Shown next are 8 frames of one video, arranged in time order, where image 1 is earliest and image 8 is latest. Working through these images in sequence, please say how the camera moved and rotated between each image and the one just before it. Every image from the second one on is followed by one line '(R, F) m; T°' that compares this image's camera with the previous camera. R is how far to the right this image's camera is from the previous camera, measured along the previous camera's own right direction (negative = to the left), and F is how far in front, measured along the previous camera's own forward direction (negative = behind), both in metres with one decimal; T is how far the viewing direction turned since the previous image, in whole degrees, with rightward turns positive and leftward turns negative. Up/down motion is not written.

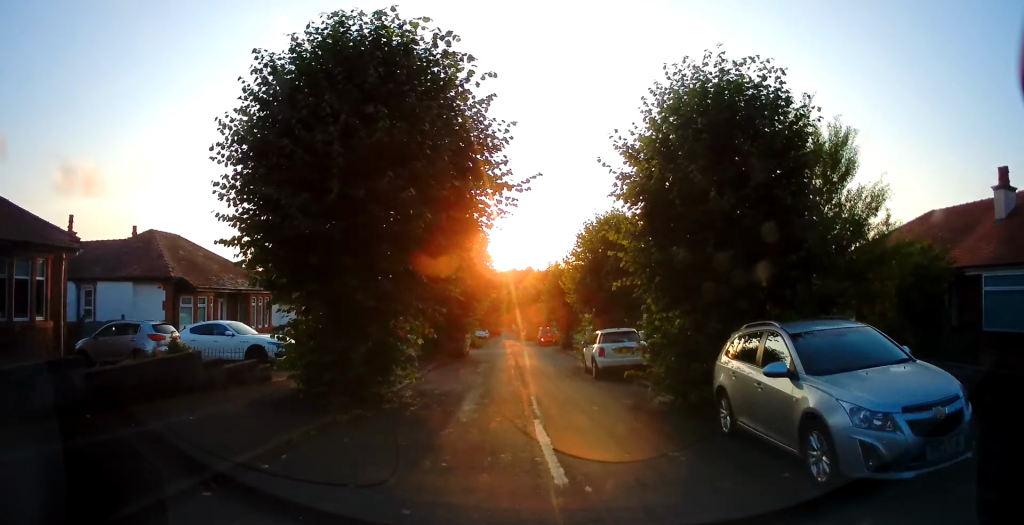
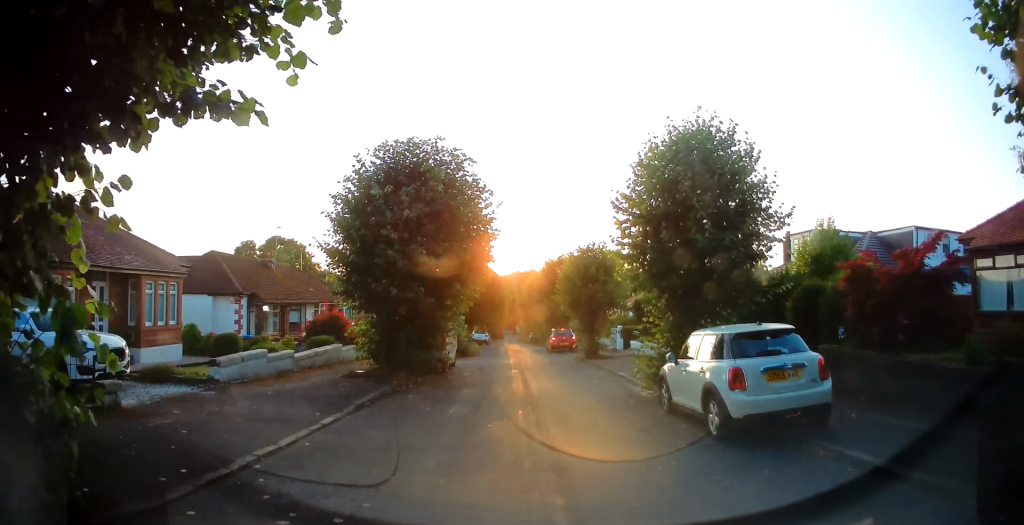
(-0.3, +9.2) m; +1°
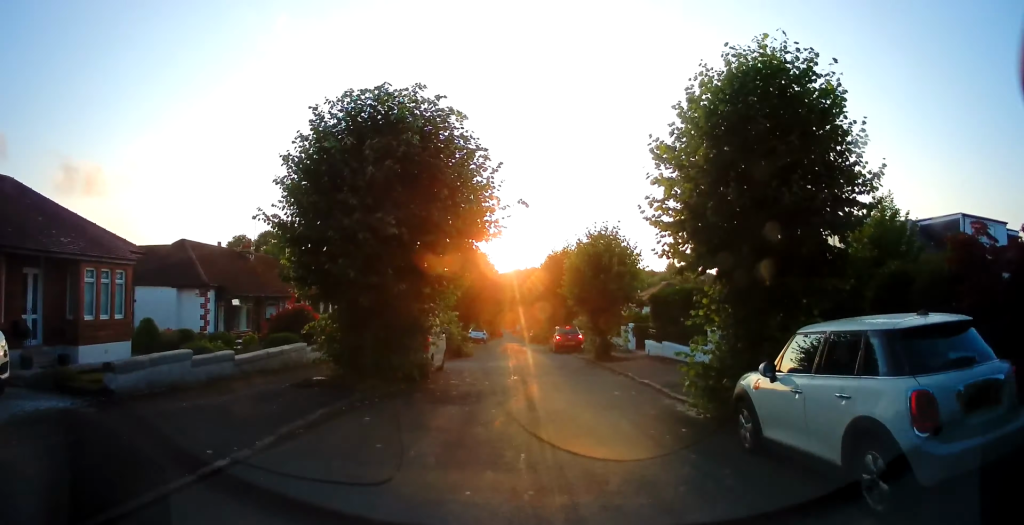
(+0.1, +3.4) m; +1°
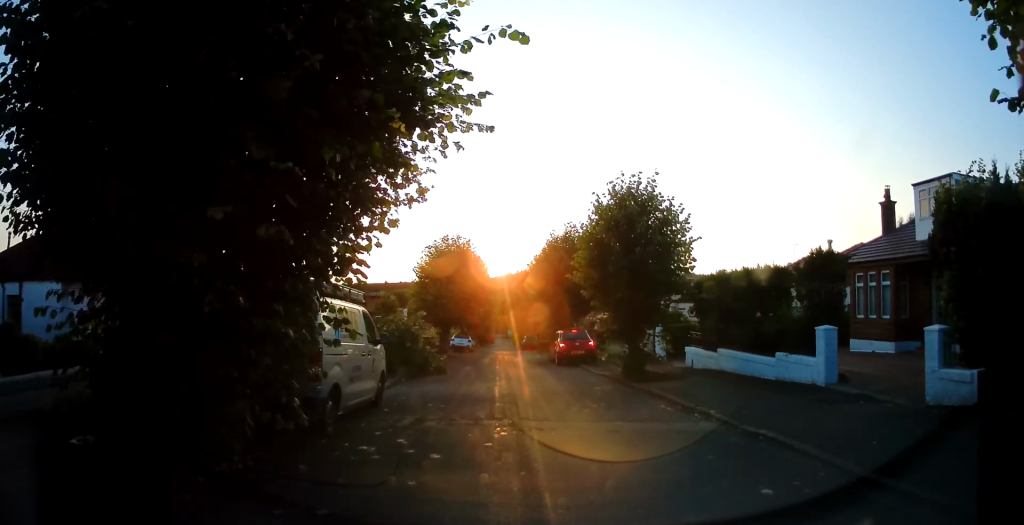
(+0.4, +7.3) m; +1°
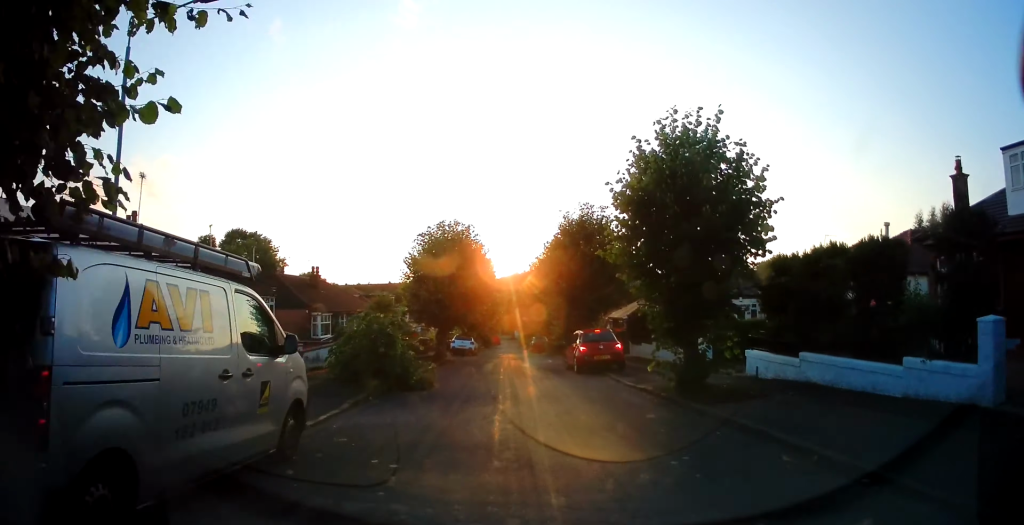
(-0.2, +4.6) m; 0°
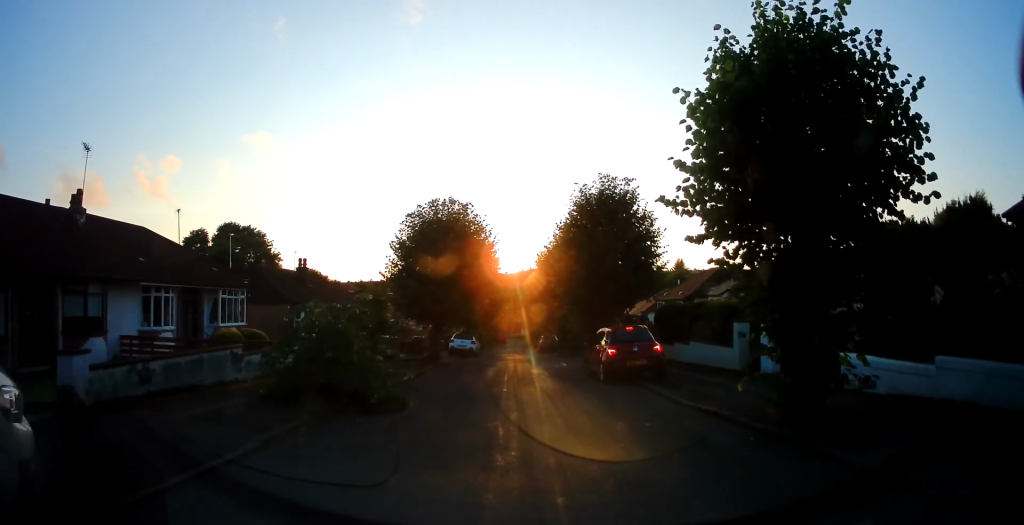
(0.0, +4.4) m; 0°
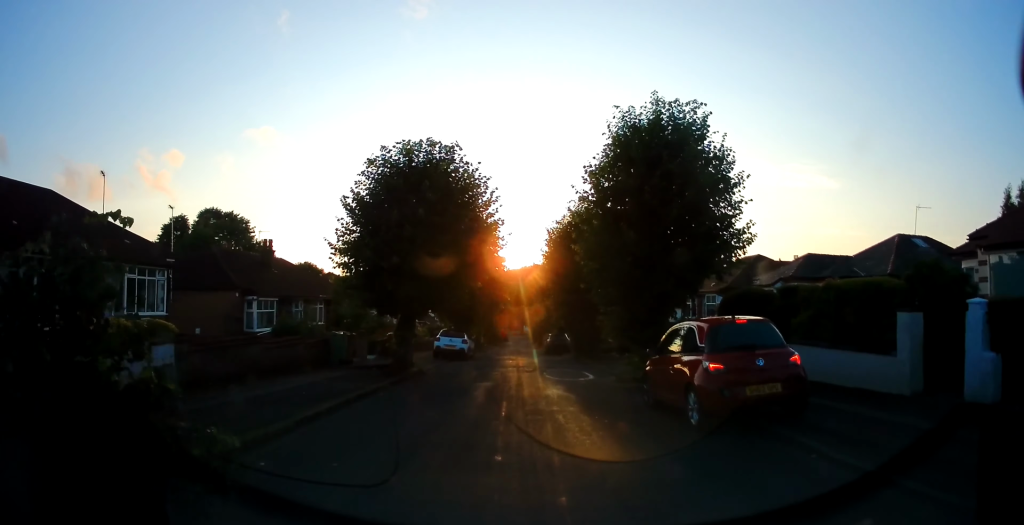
(+0.2, +7.4) m; 0°
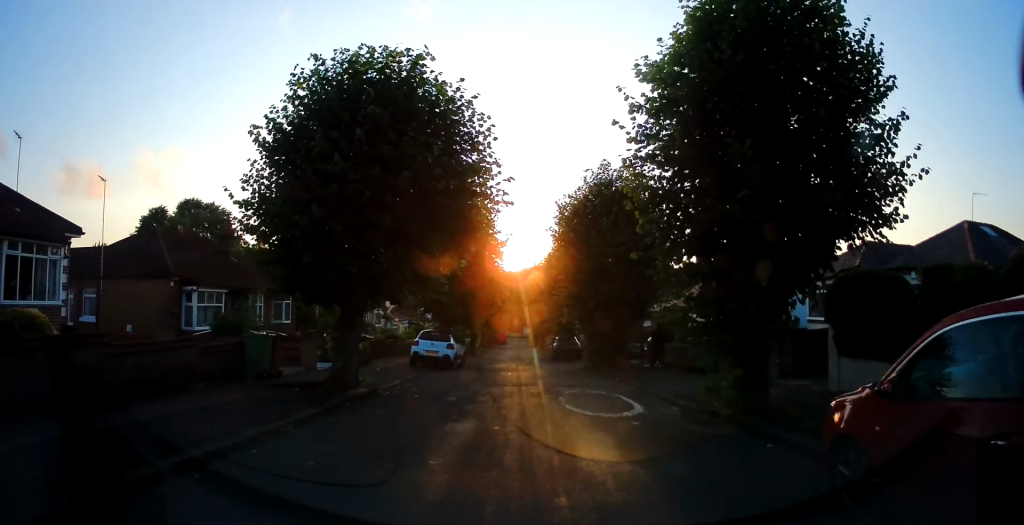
(-0.1, +6.3) m; -3°
